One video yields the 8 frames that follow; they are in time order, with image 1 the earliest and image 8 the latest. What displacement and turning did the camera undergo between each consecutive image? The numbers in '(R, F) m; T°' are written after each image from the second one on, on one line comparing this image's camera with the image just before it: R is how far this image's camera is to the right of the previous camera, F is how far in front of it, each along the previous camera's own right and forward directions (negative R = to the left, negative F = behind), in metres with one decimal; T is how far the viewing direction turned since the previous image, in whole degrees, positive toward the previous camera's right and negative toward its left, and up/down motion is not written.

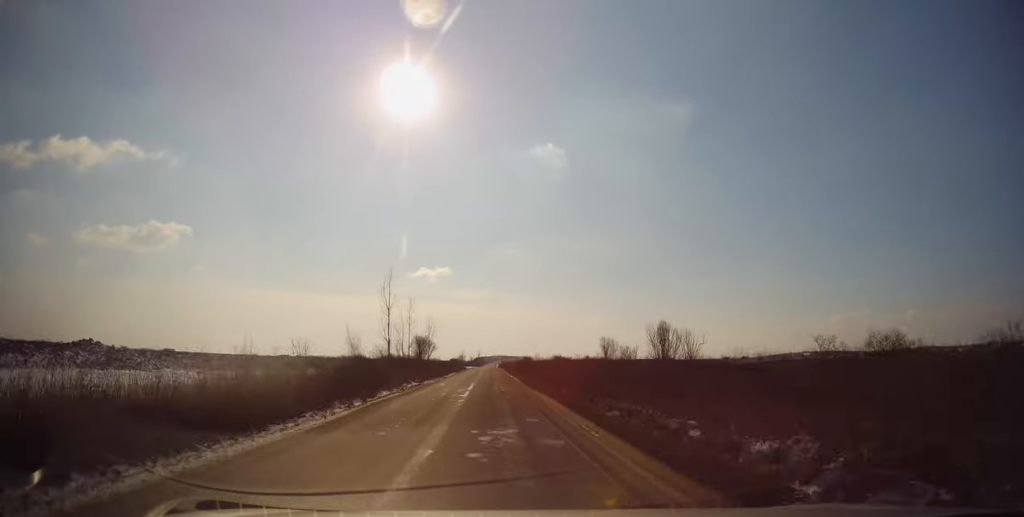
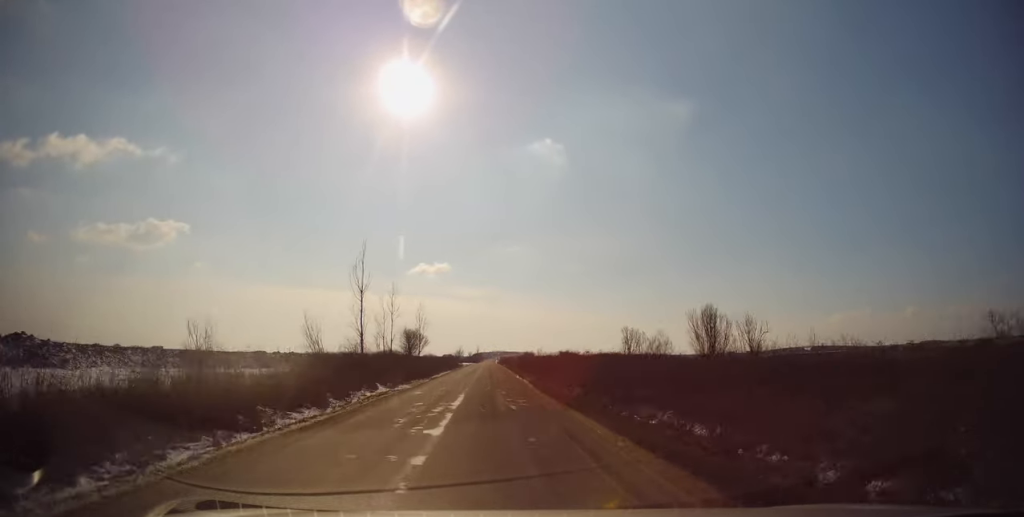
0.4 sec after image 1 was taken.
(-0.1, +9.7) m; 0°
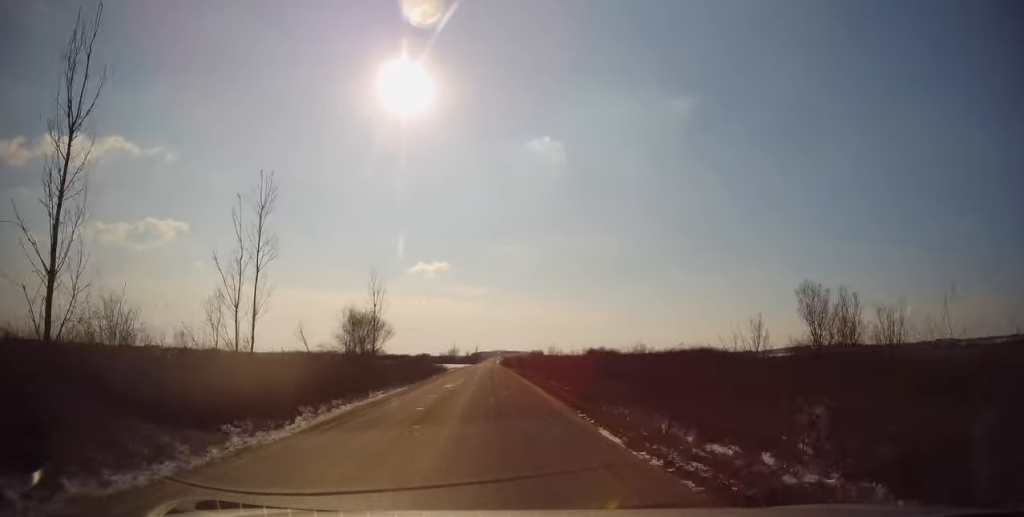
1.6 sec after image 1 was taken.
(-0.2, +27.8) m; 0°
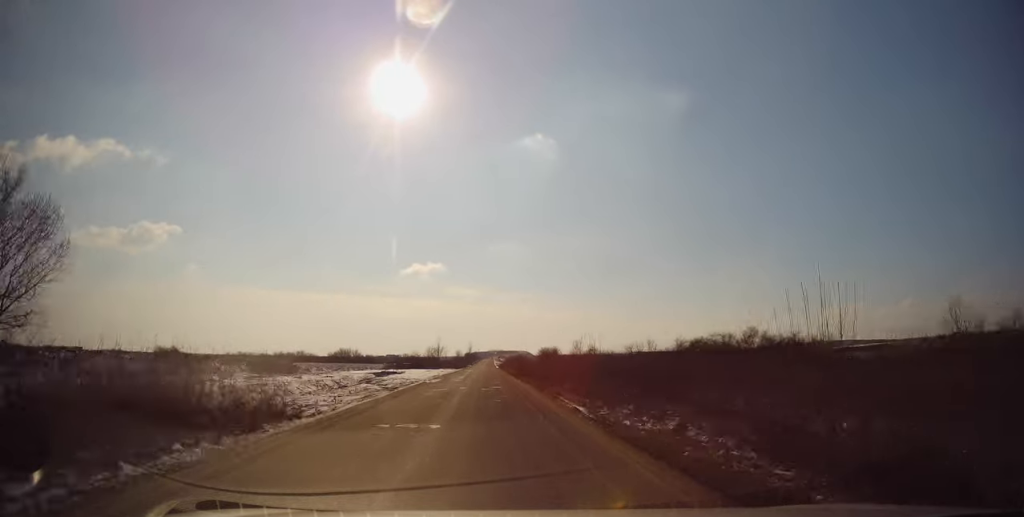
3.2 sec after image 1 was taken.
(+0.5, +37.0) m; +1°
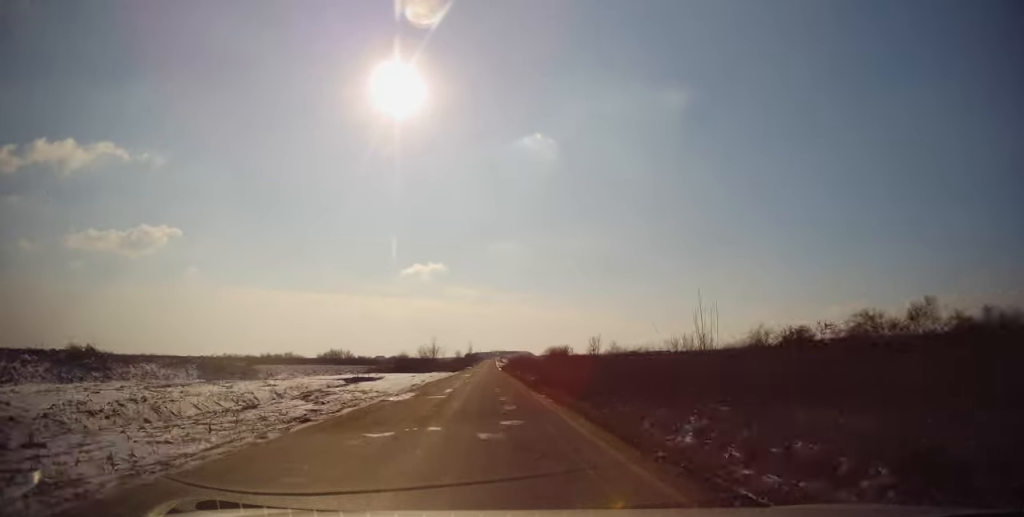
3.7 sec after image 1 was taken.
(0.0, +12.1) m; 0°
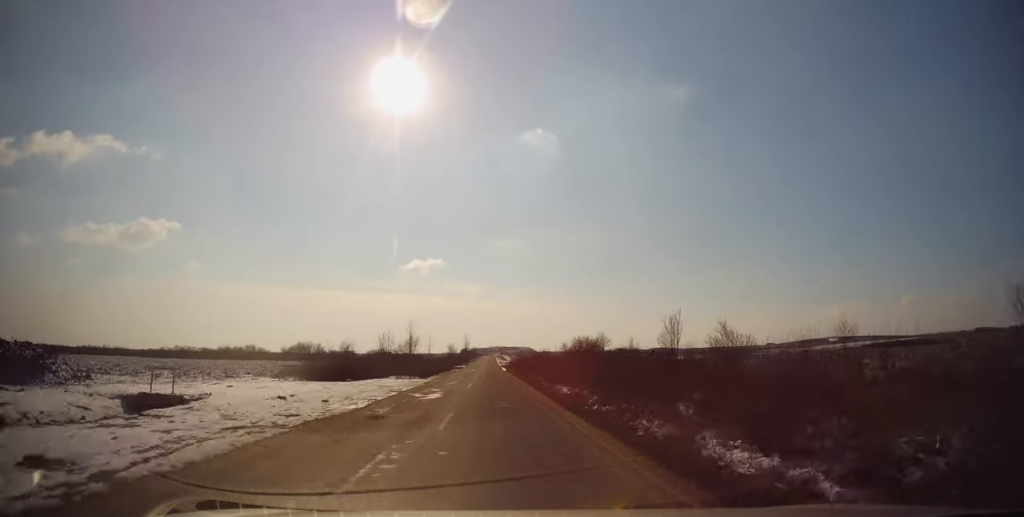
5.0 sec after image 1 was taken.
(-0.1, +28.2) m; -1°
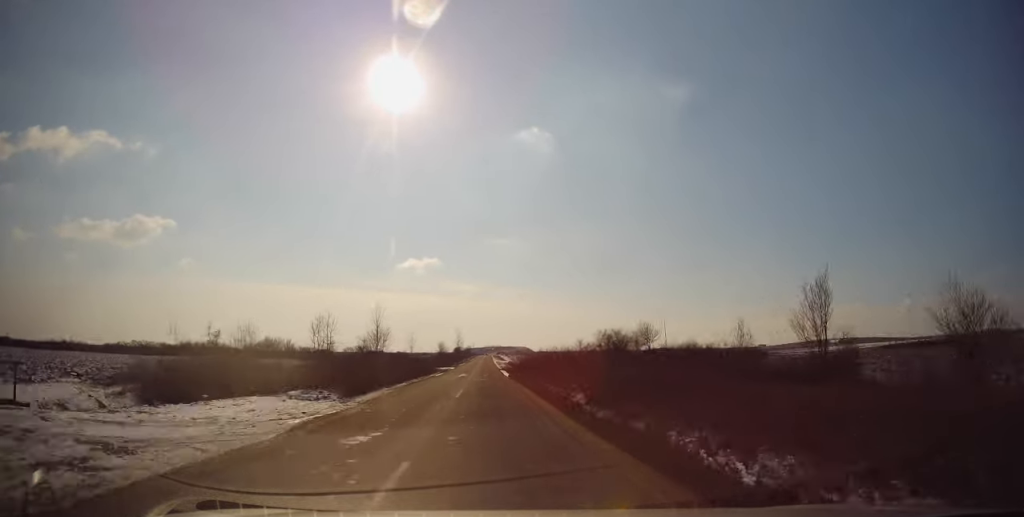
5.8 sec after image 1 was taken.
(-0.3, +18.1) m; +1°
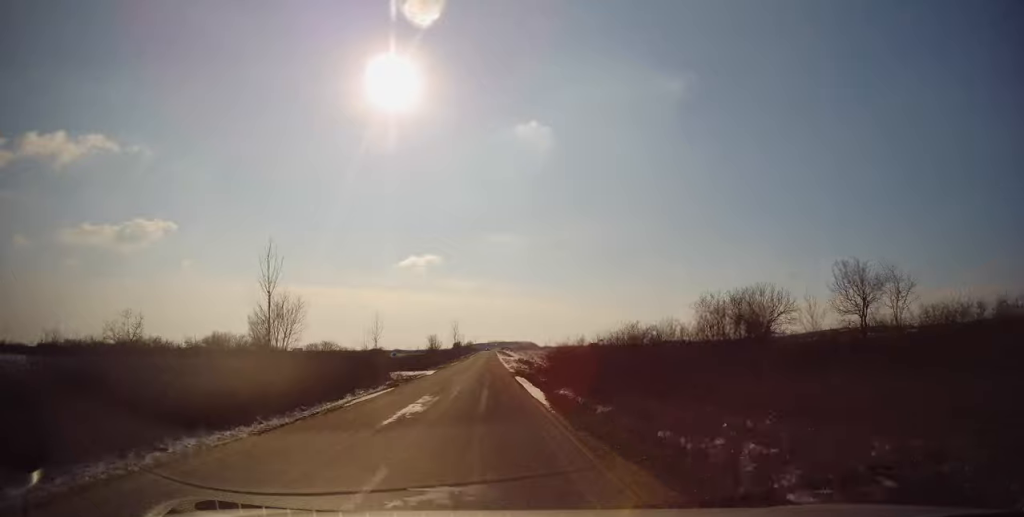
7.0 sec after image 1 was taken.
(+0.5, +25.1) m; 0°
